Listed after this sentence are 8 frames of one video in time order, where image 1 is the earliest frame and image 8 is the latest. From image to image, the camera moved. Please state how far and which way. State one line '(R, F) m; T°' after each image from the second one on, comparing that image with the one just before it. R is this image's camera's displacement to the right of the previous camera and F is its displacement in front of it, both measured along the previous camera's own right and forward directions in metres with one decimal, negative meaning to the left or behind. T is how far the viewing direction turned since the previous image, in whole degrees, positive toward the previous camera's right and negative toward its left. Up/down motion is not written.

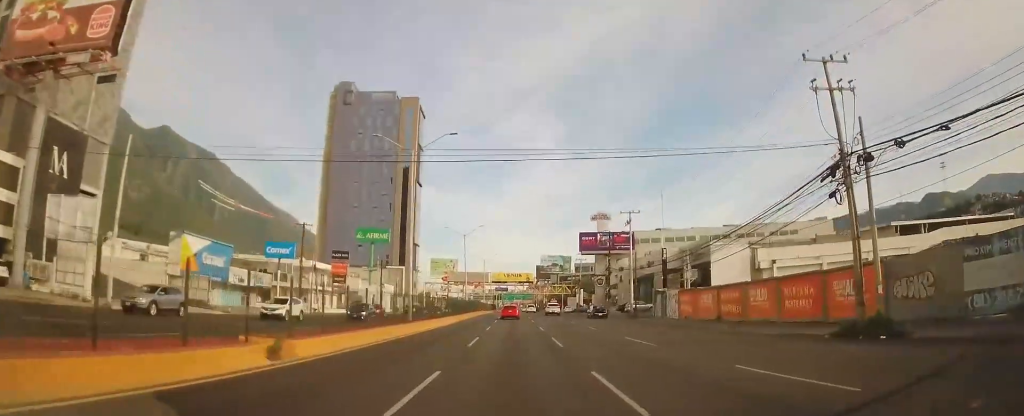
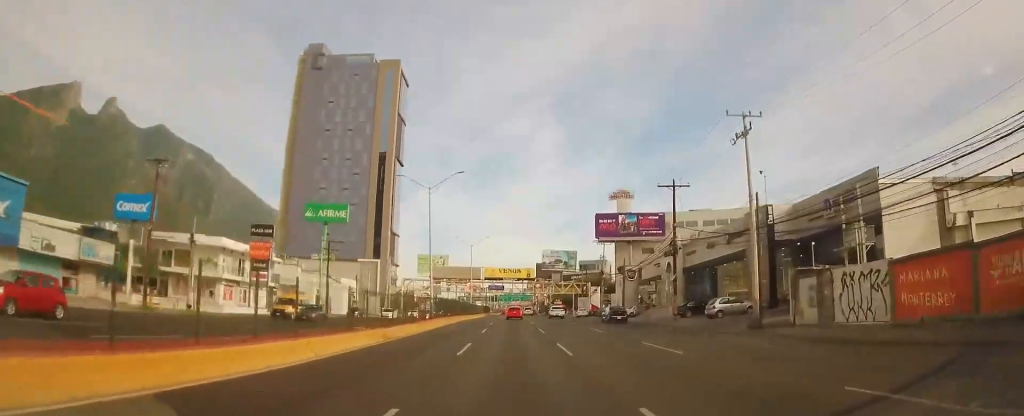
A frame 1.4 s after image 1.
(+0.3, +30.2) m; +1°
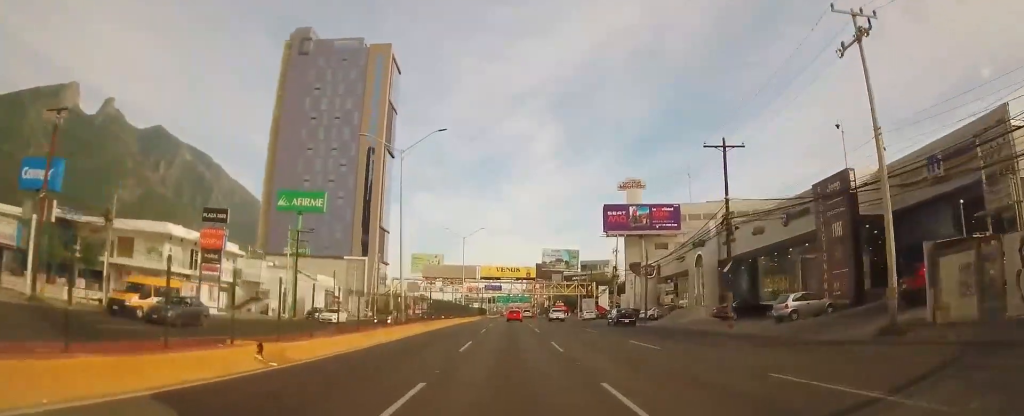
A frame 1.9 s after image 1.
(0.0, +11.2) m; 0°
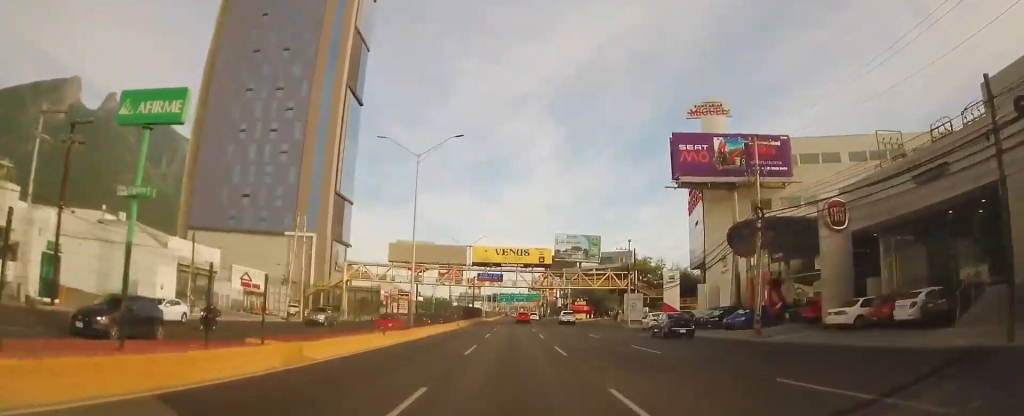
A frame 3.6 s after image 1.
(+0.1, +39.9) m; 0°
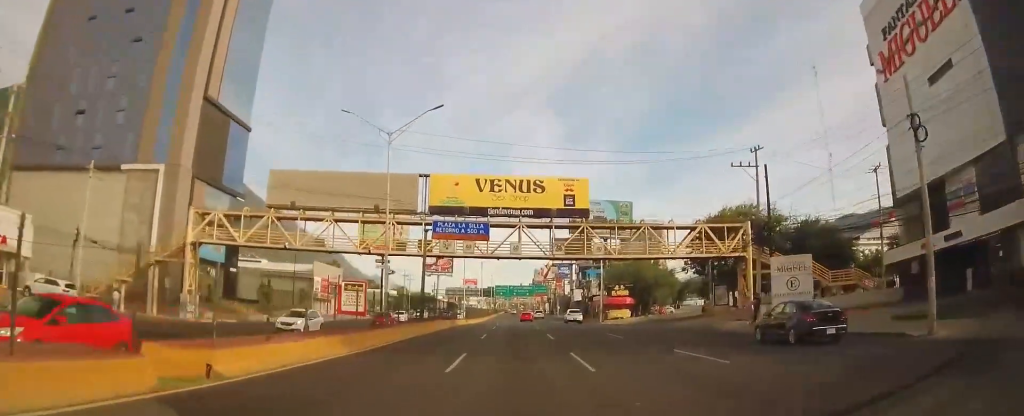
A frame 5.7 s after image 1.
(0.0, +46.0) m; -1°
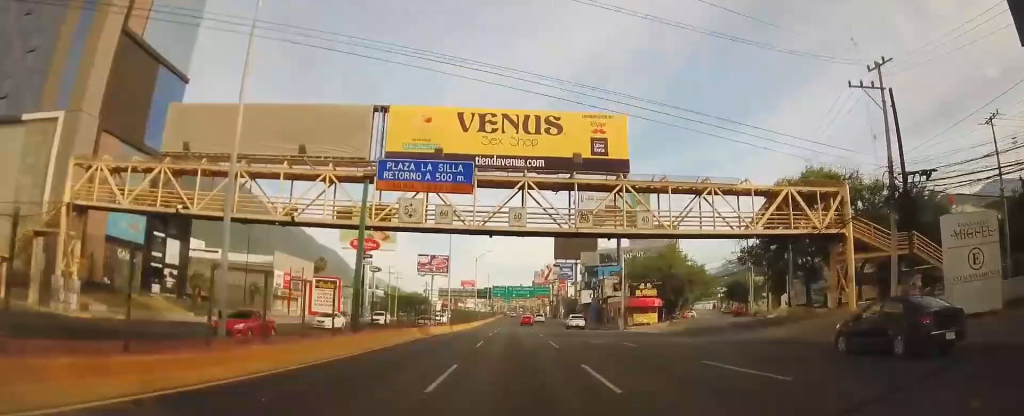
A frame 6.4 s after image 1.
(0.0, +15.3) m; -1°
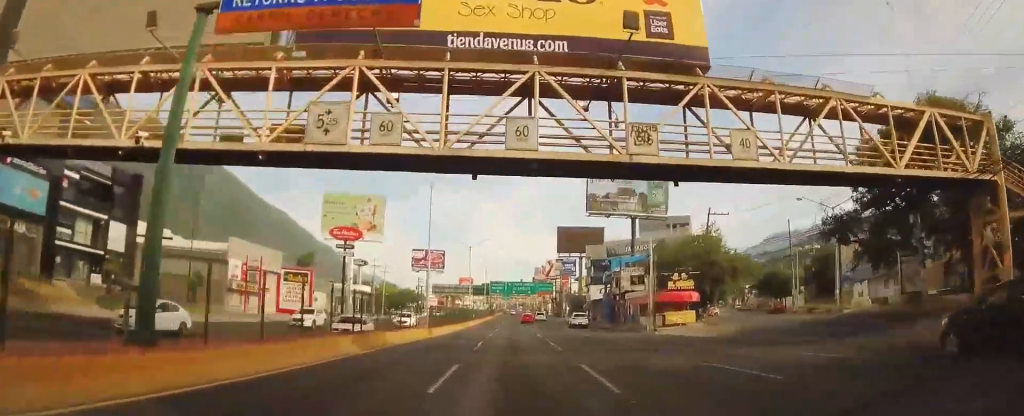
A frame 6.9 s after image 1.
(-0.5, +12.7) m; 0°
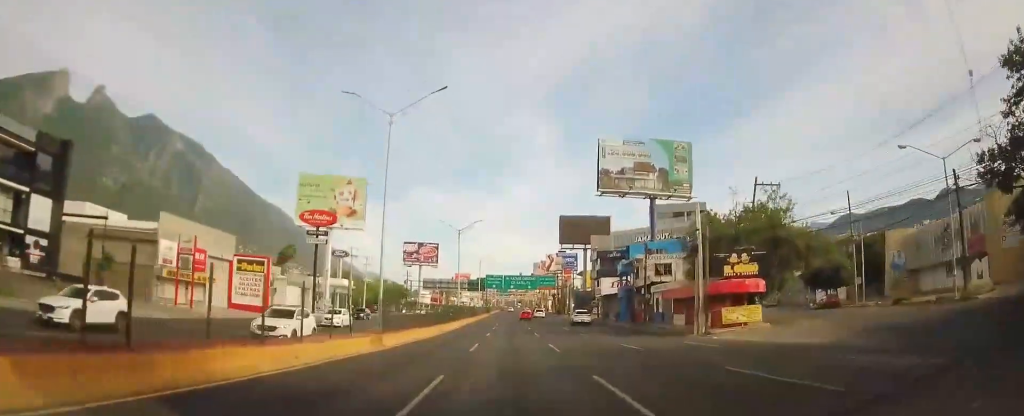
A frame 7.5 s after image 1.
(+0.1, +13.5) m; +1°
